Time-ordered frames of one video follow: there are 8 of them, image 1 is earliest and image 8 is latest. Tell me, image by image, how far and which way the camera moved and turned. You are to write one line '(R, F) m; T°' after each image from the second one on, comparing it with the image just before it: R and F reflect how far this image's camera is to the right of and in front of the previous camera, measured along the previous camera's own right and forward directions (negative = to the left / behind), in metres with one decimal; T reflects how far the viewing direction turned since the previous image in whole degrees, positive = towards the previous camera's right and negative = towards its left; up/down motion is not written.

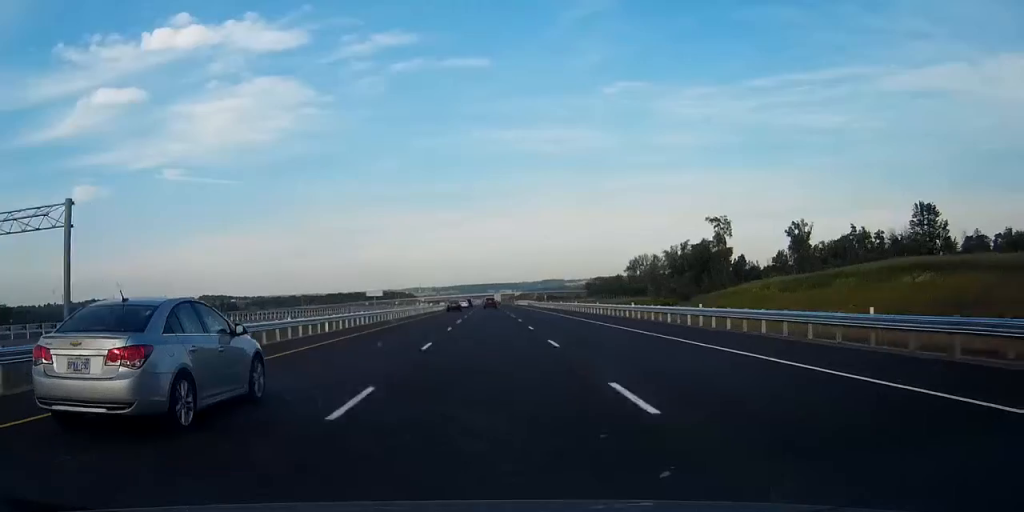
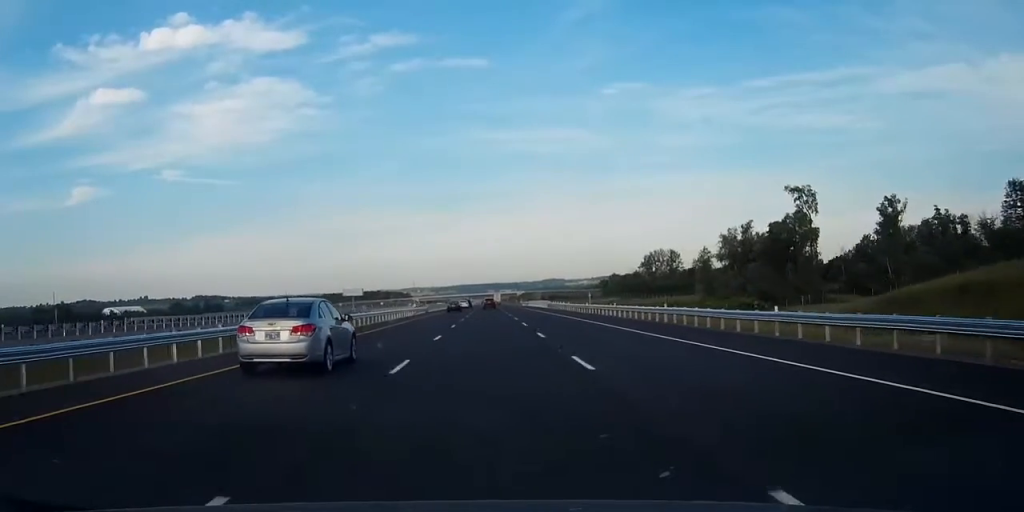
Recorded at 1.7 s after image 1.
(0.0, +54.3) m; 0°
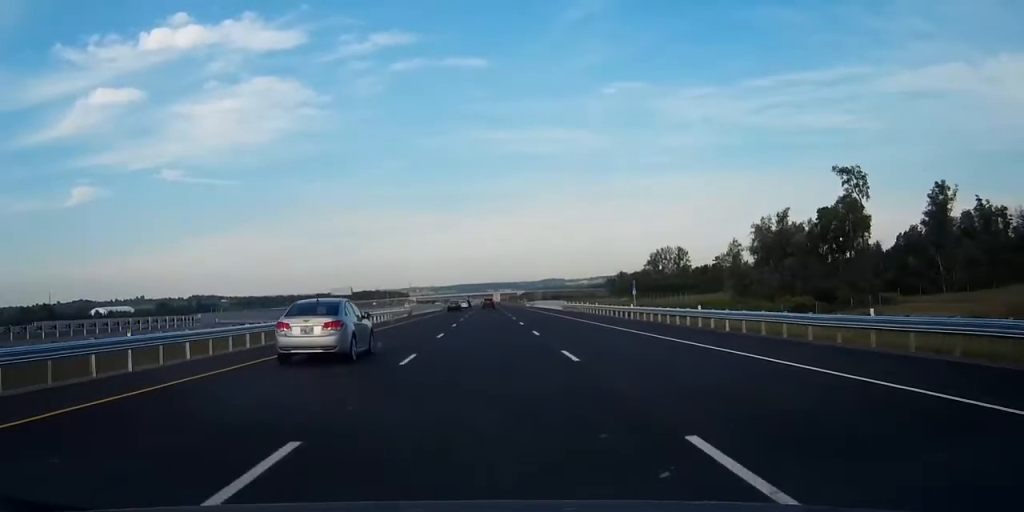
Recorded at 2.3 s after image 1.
(0.0, +21.7) m; 0°
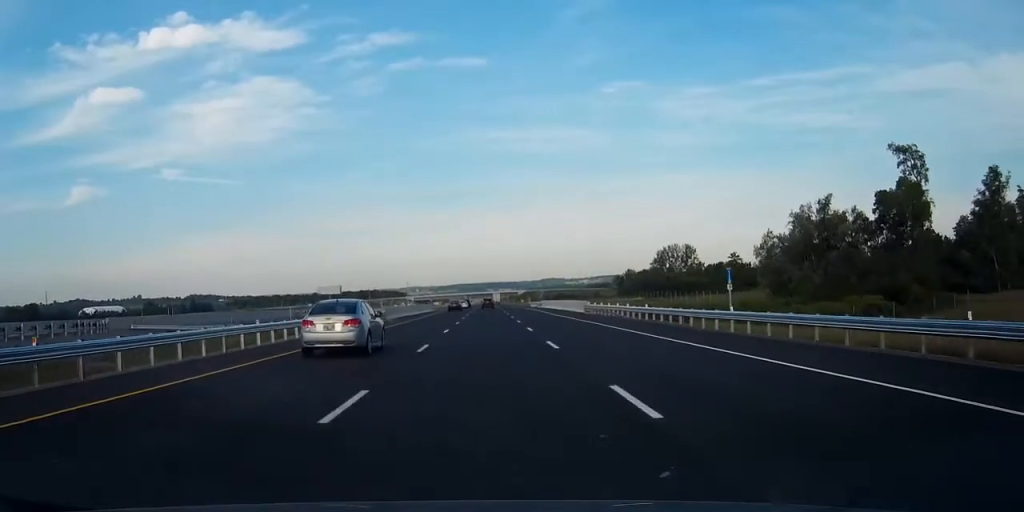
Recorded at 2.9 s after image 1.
(-0.1, +19.5) m; 0°
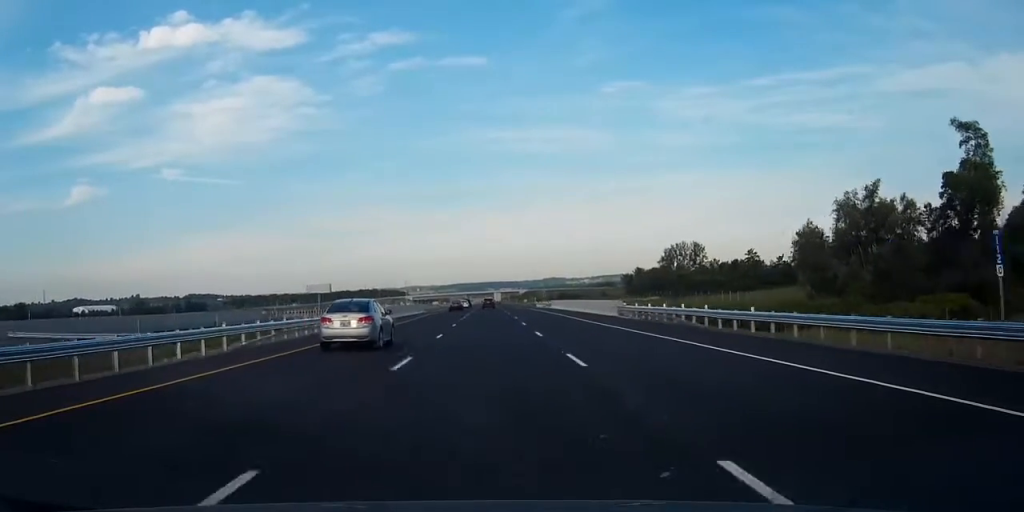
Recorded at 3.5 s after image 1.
(0.0, +17.4) m; 0°
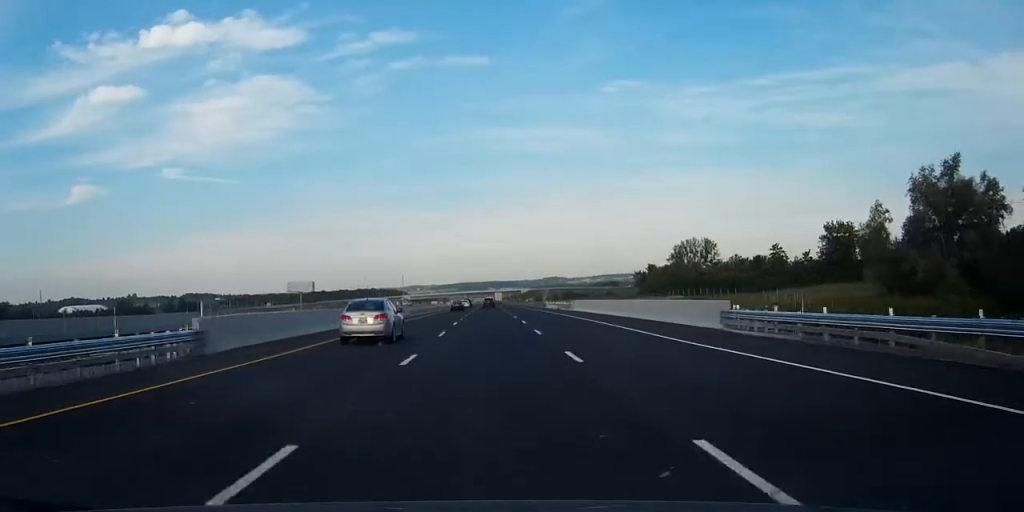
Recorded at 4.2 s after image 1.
(+0.1, +22.8) m; 0°
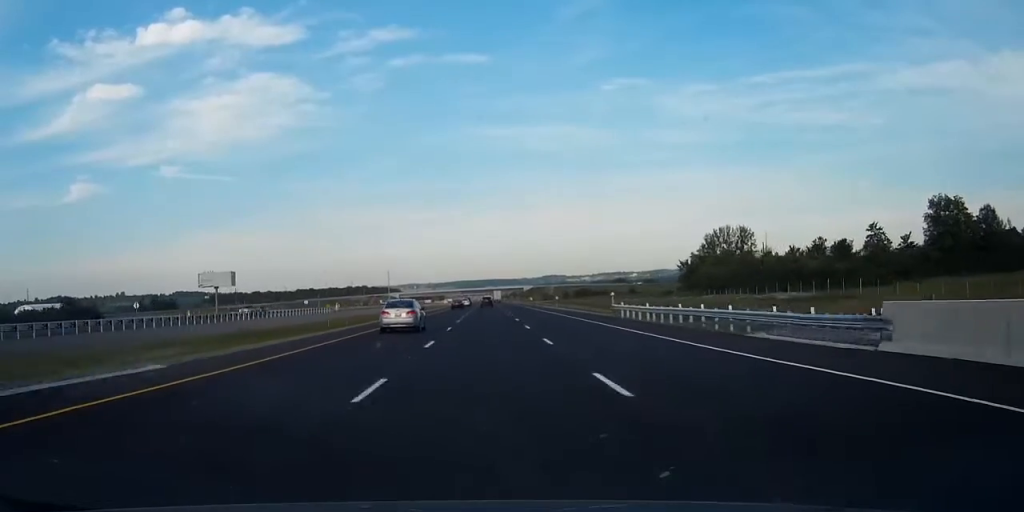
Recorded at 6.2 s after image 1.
(0.0, +65.0) m; 0°
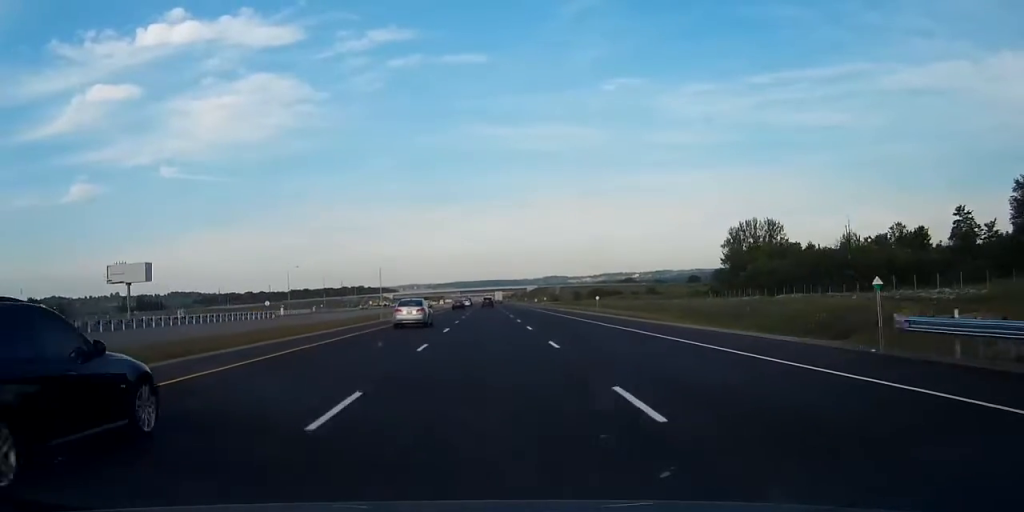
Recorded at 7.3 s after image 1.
(-0.1, +37.9) m; 0°
